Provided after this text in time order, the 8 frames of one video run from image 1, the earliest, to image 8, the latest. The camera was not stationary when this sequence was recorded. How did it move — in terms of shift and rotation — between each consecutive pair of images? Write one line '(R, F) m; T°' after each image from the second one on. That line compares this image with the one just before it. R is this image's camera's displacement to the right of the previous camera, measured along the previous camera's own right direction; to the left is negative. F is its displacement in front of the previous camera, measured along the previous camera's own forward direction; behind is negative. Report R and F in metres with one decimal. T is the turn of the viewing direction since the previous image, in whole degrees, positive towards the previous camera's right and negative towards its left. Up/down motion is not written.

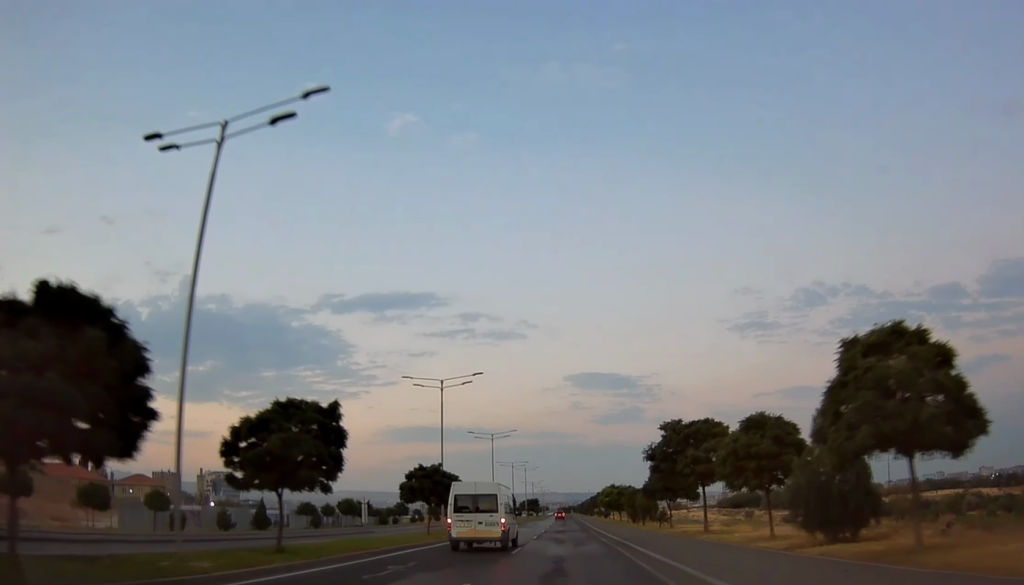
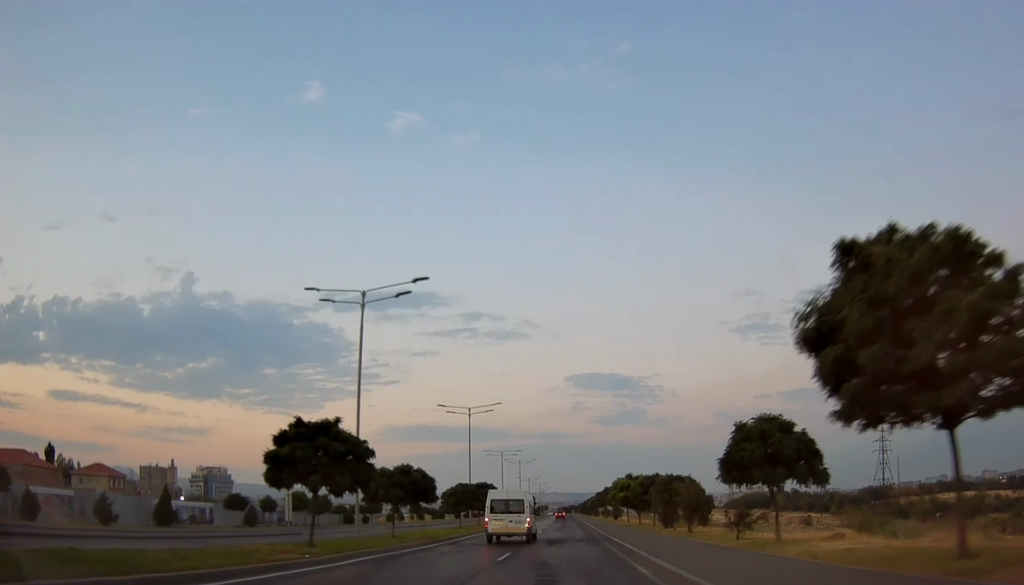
(0.0, +17.6) m; 0°
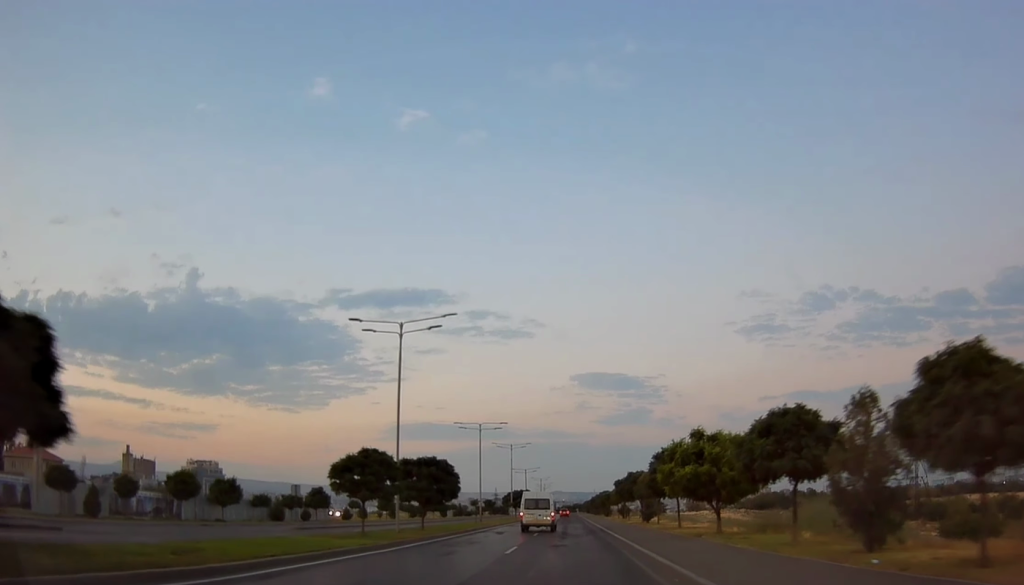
(+0.1, +24.8) m; 0°
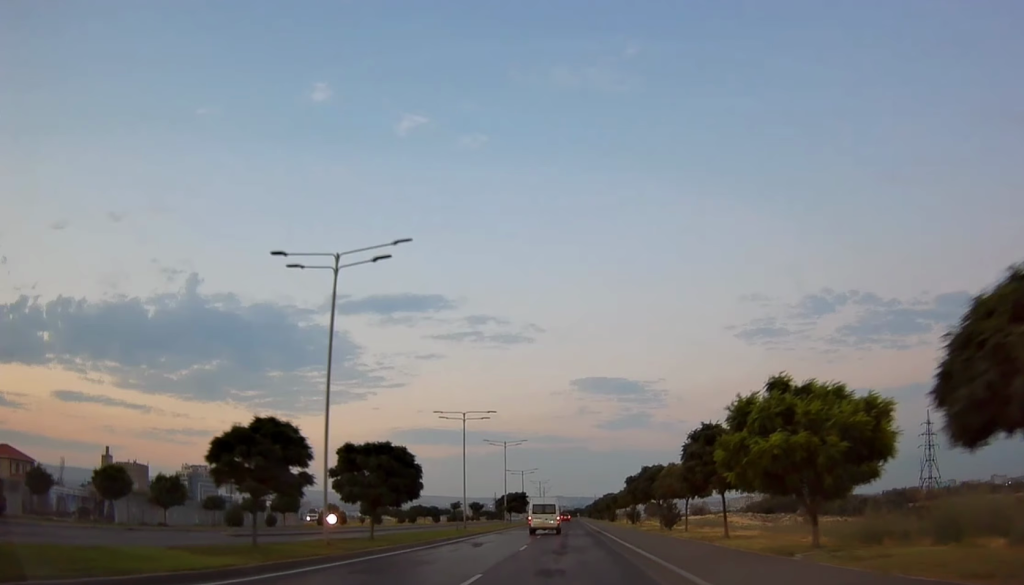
(0.0, +9.4) m; 0°
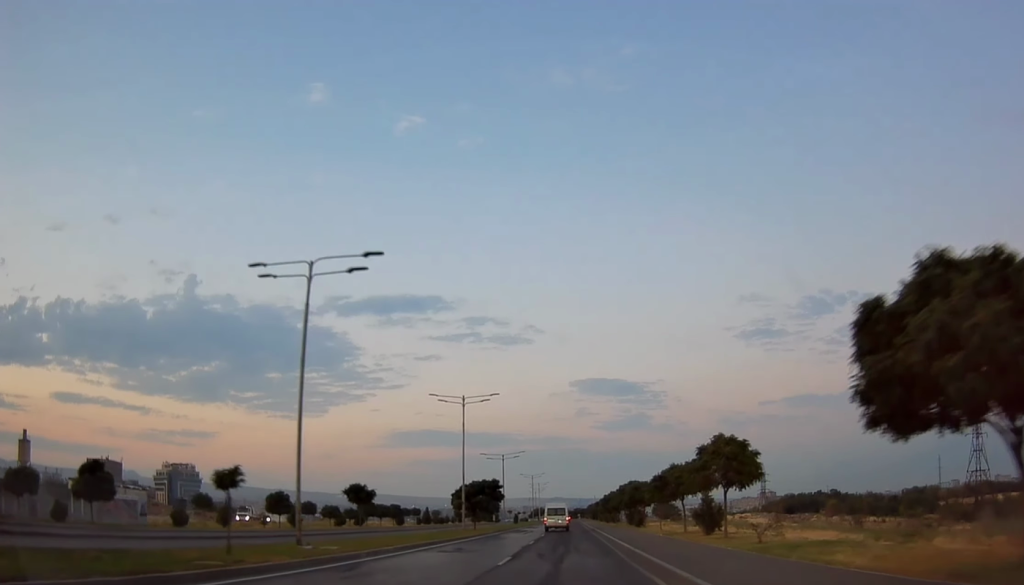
(+0.1, +32.0) m; -1°
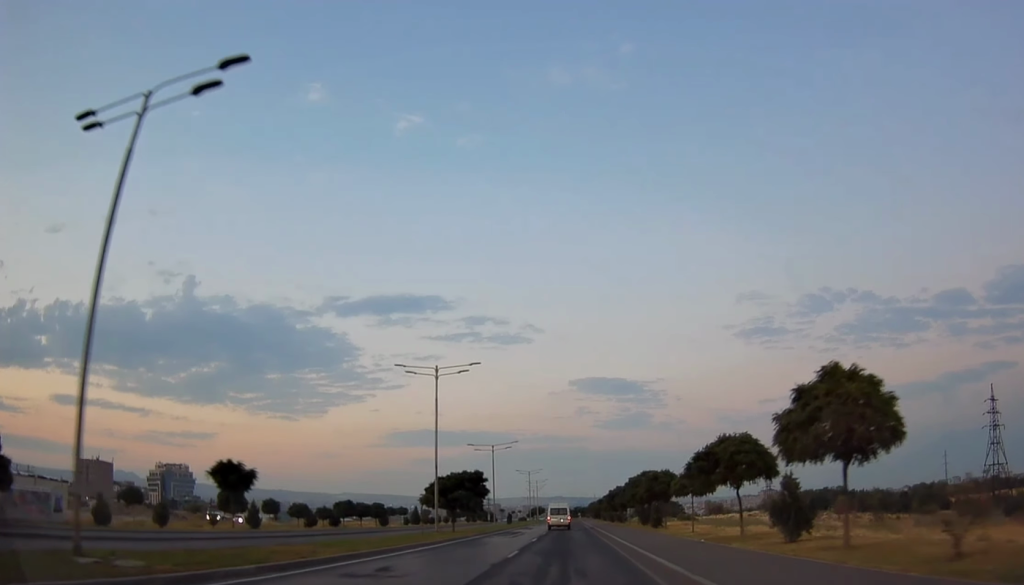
(-0.4, +10.4) m; 0°
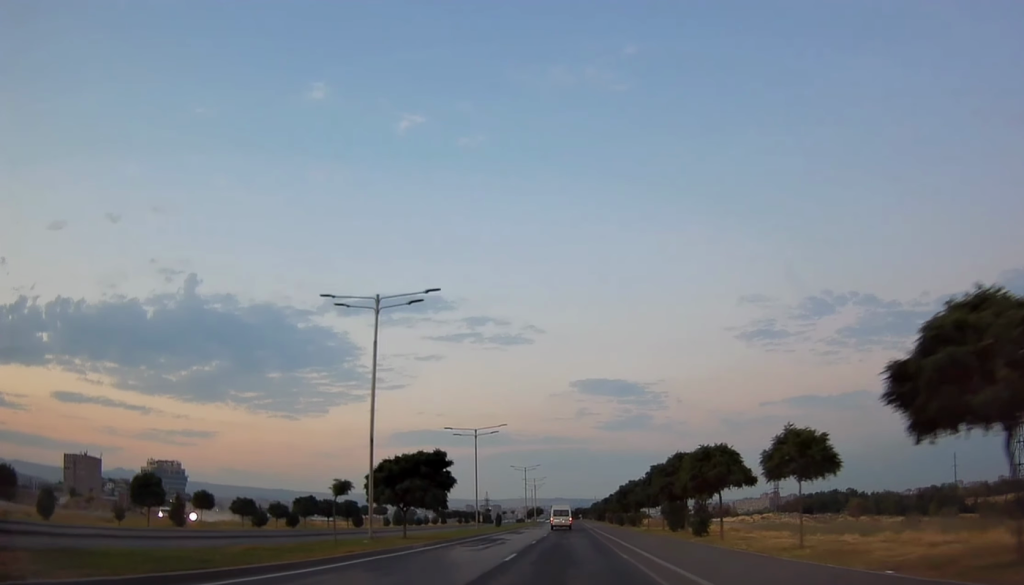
(-0.2, +13.7) m; 0°
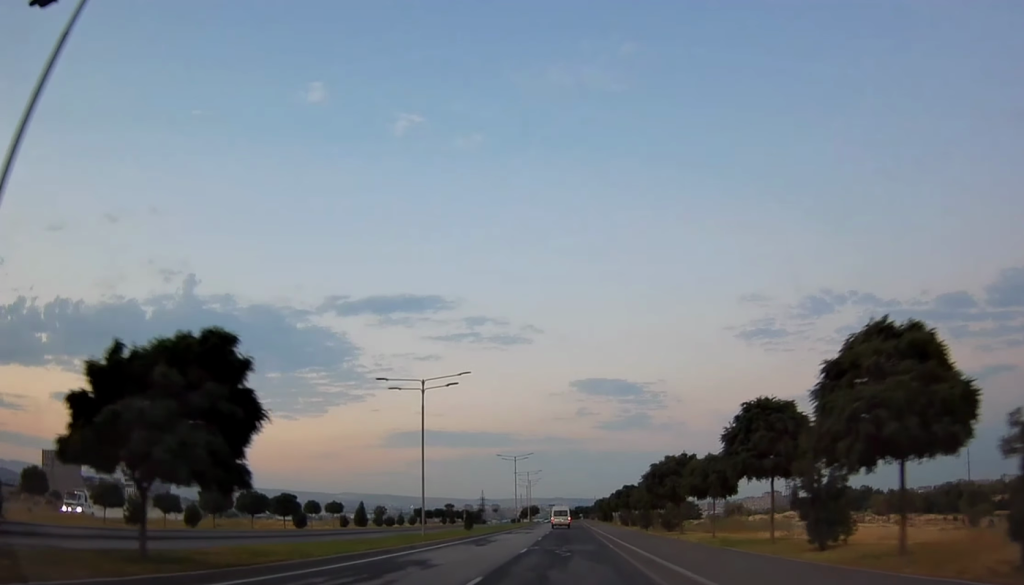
(+0.4, +20.7) m; +1°
